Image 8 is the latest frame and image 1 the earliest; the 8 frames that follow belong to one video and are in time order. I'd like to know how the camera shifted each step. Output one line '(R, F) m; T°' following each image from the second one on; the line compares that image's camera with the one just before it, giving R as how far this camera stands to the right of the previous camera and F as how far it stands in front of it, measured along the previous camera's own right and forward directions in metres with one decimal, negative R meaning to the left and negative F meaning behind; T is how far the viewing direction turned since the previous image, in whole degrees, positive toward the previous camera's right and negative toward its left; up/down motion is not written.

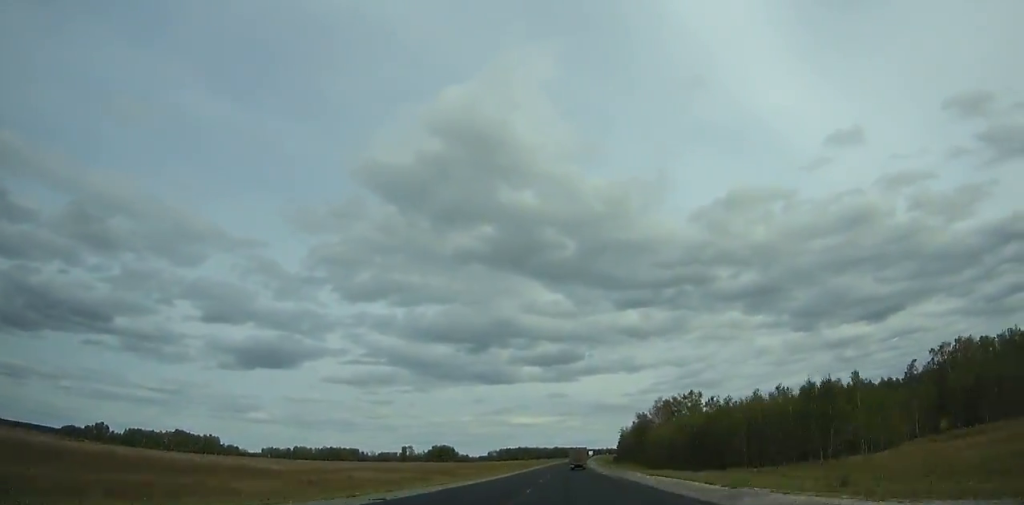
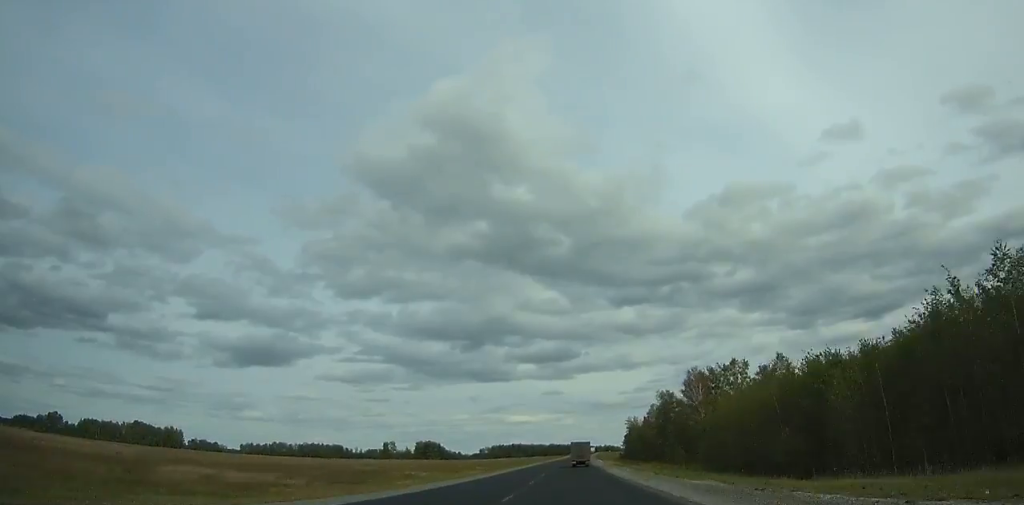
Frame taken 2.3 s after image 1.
(+0.7, +53.2) m; +1°
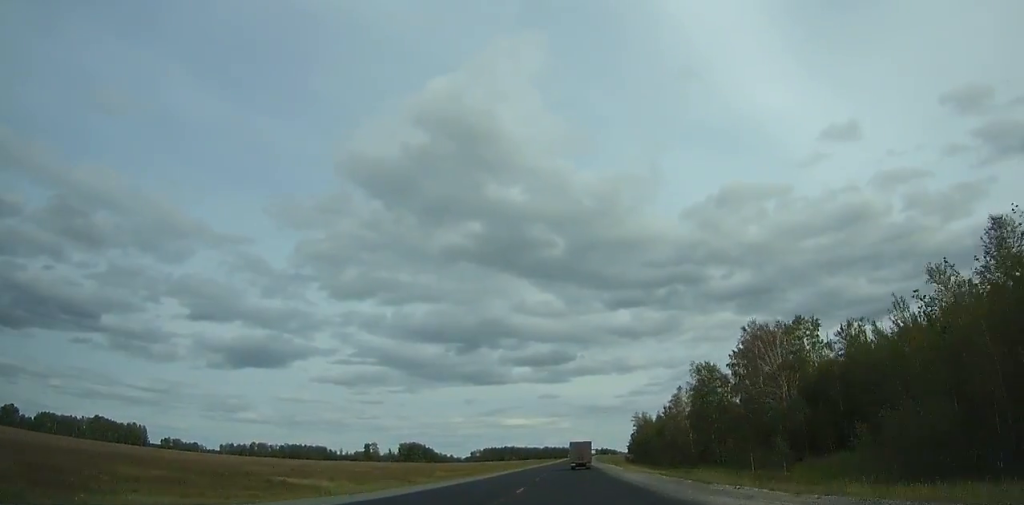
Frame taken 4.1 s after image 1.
(+0.3, +41.7) m; +1°
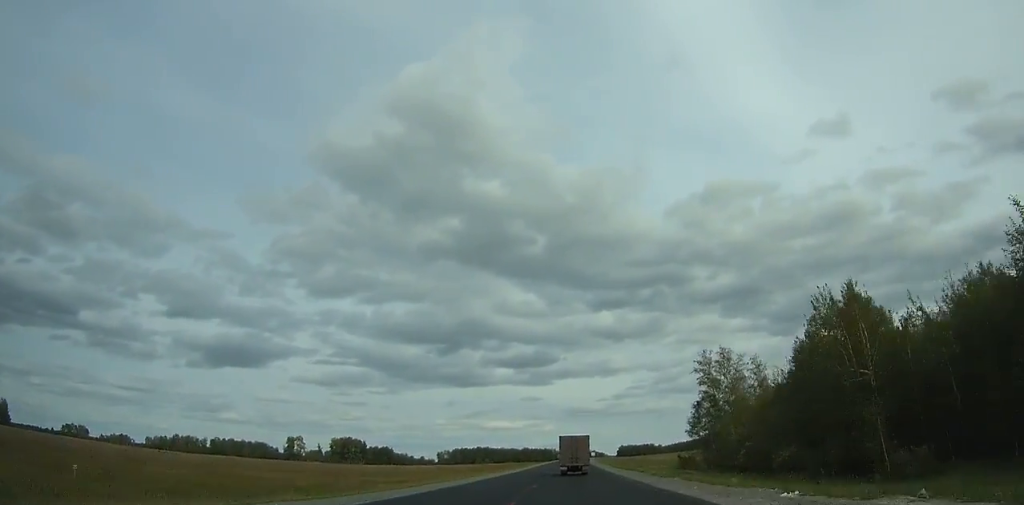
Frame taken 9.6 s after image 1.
(+2.1, +126.3) m; +2°
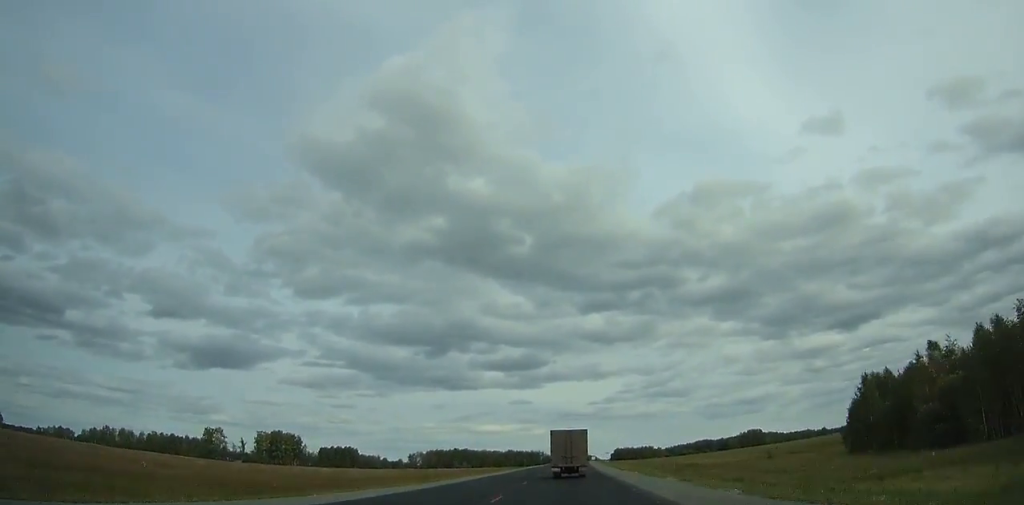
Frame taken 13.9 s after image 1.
(0.0, +94.7) m; 0°
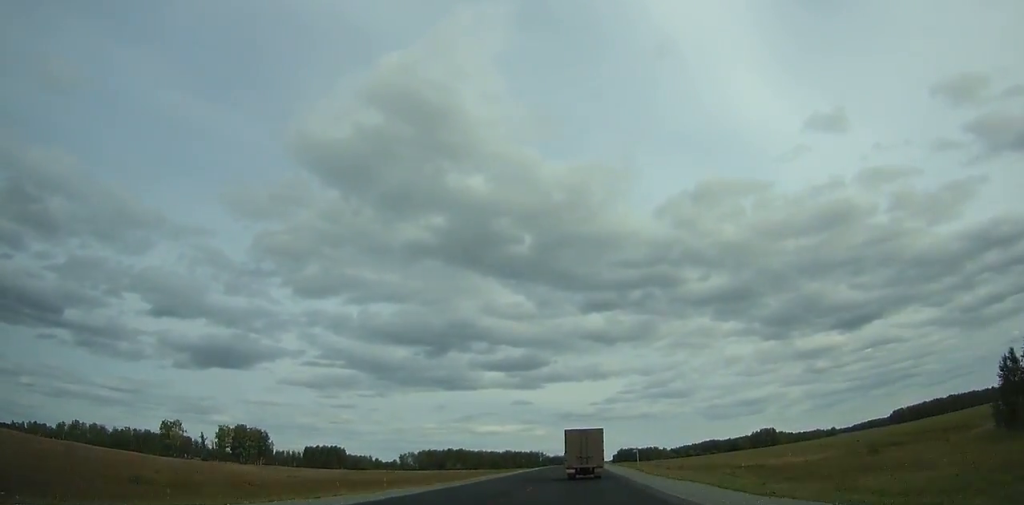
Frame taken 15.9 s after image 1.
(0.0, +42.8) m; 0°
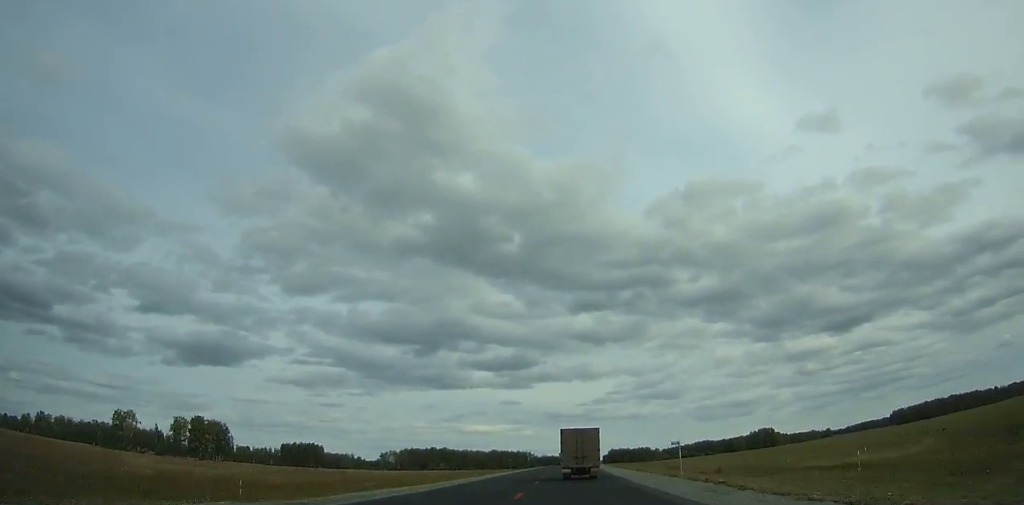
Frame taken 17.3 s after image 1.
(+0.2, +29.1) m; 0°
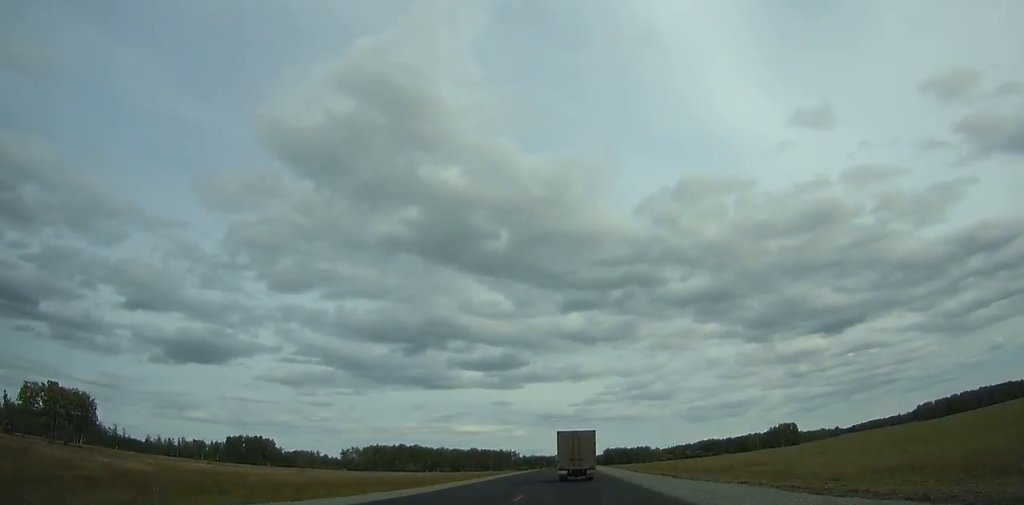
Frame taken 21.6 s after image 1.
(+1.0, +87.4) m; +2°
